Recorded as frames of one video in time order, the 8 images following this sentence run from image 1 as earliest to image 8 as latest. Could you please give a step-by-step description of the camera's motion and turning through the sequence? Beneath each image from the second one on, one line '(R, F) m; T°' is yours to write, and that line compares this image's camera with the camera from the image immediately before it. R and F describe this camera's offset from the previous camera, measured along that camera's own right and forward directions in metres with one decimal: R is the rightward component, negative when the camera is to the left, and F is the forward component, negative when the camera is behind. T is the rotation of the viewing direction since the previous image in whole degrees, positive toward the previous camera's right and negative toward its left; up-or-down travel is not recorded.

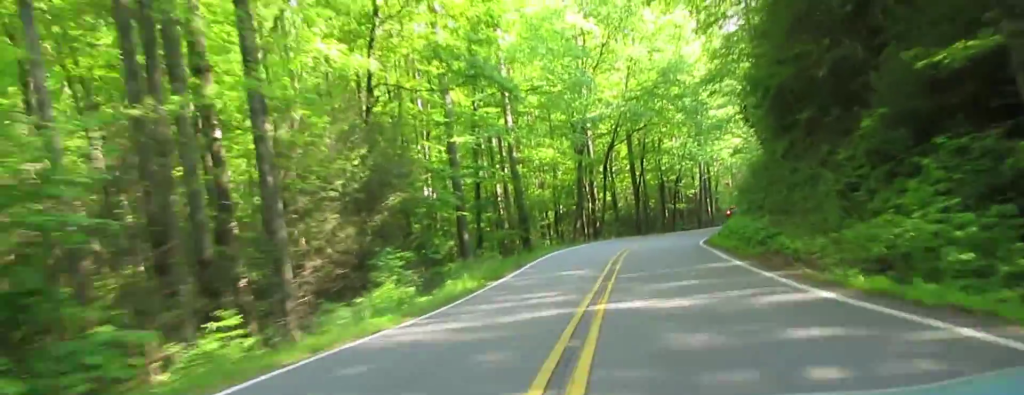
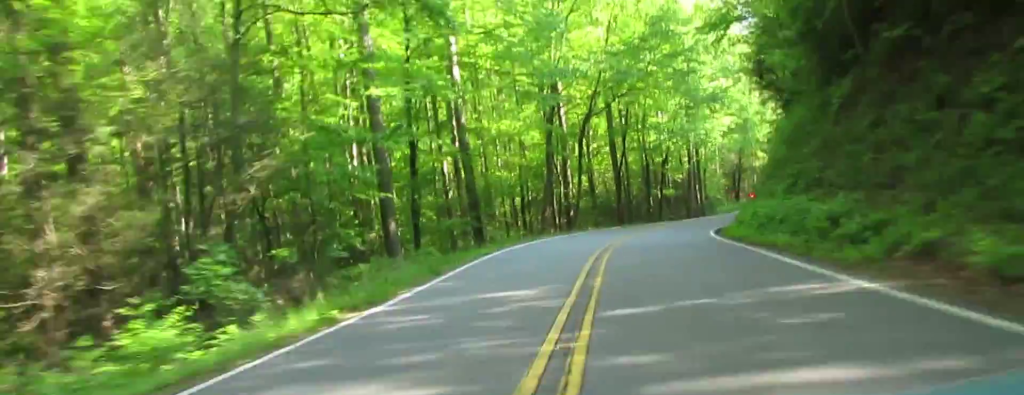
(+0.1, +12.5) m; +2°
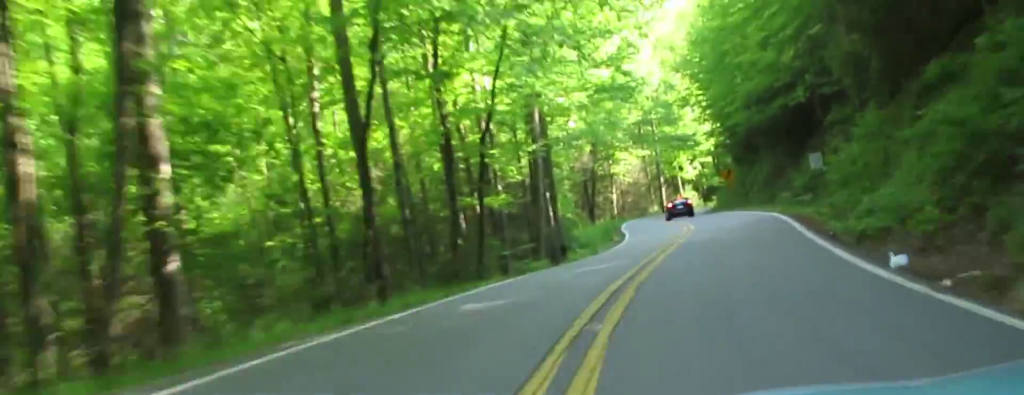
(+3.4, +41.6) m; +3°
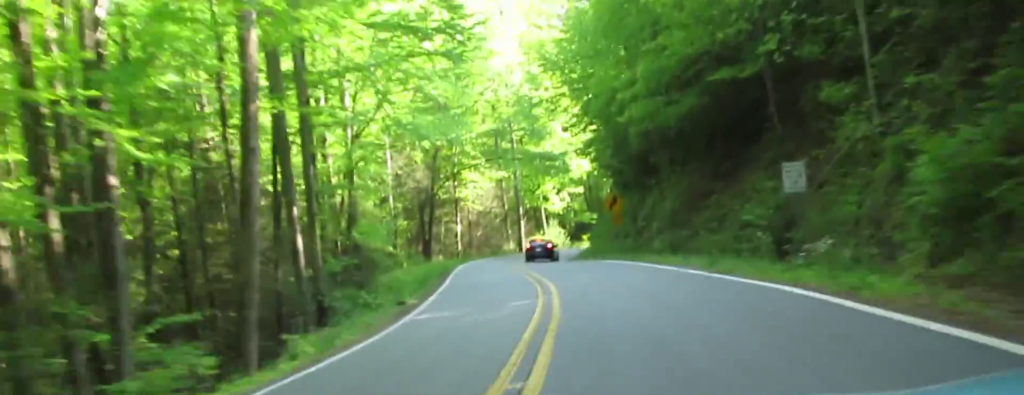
(-1.8, +24.3) m; -3°
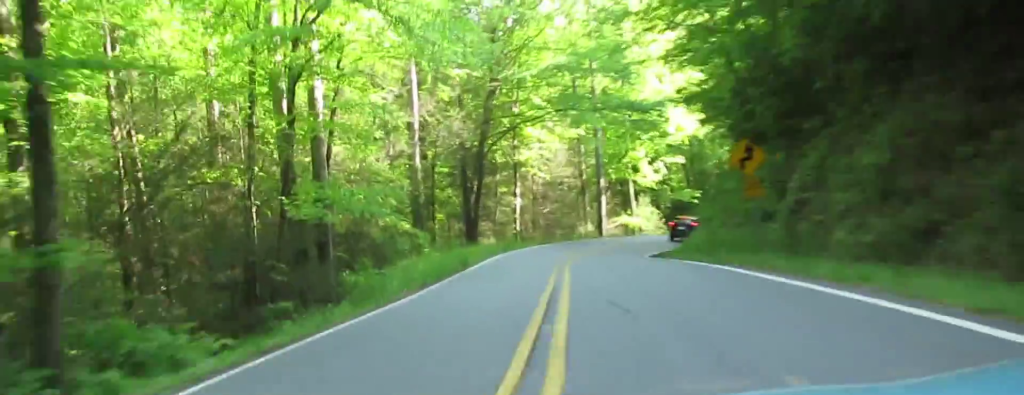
(+0.8, +20.6) m; +10°
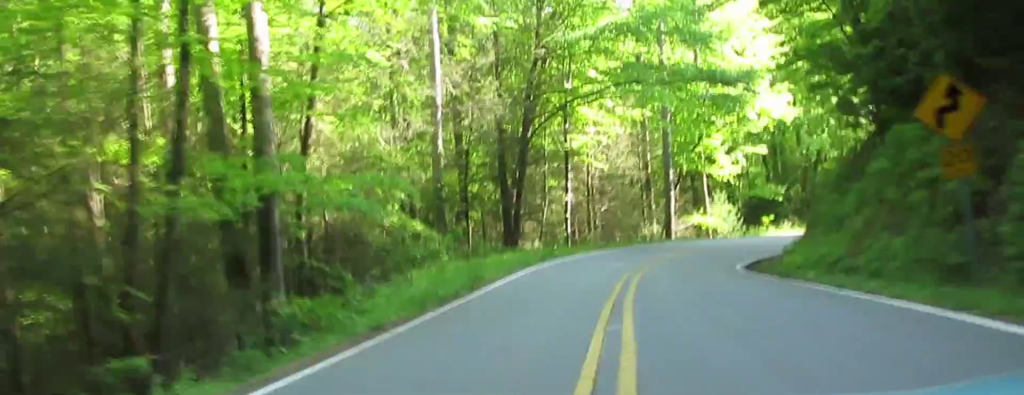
(+0.7, +11.2) m; +8°
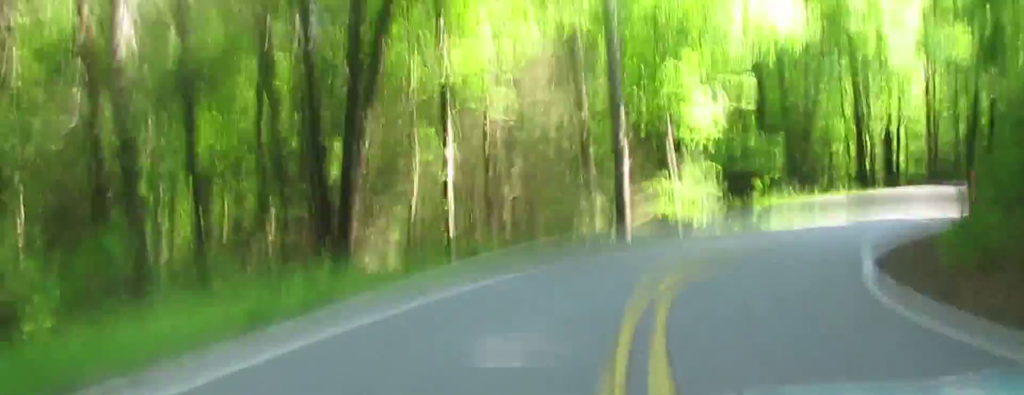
(+3.2, +20.1) m; +14°
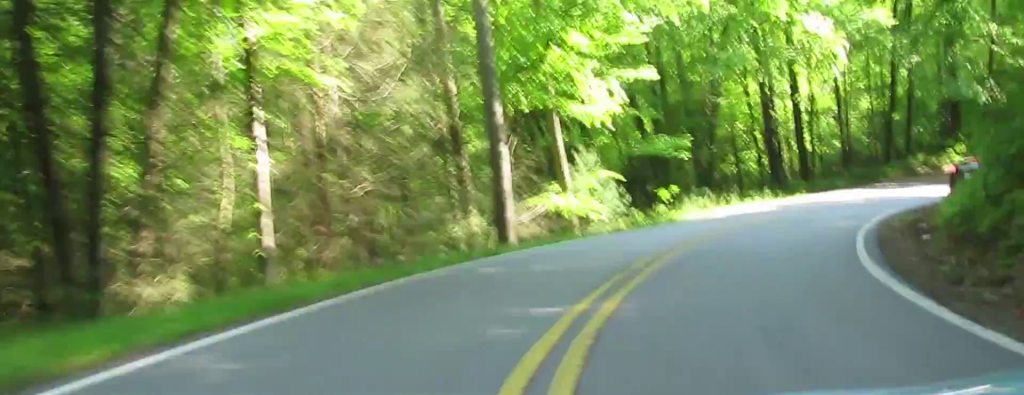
(+0.6, +6.8) m; +3°
